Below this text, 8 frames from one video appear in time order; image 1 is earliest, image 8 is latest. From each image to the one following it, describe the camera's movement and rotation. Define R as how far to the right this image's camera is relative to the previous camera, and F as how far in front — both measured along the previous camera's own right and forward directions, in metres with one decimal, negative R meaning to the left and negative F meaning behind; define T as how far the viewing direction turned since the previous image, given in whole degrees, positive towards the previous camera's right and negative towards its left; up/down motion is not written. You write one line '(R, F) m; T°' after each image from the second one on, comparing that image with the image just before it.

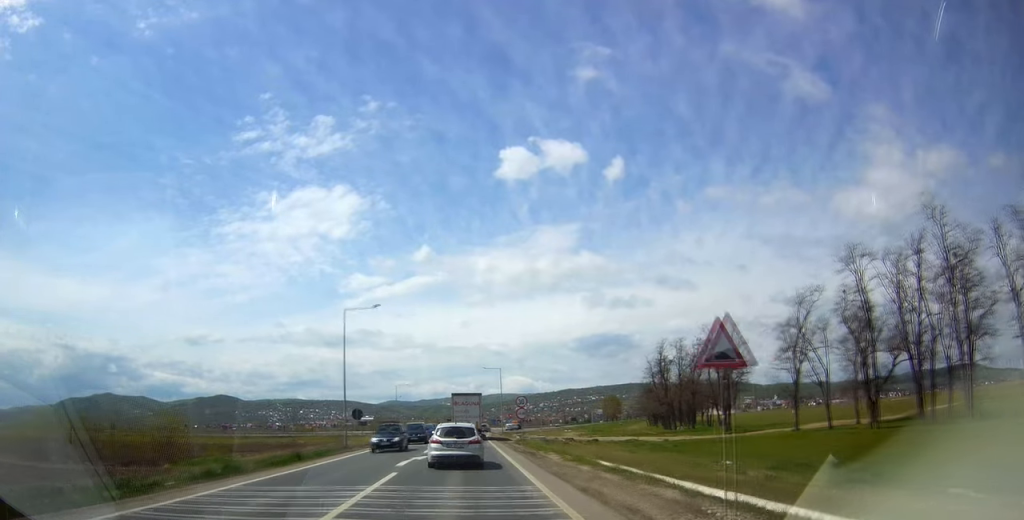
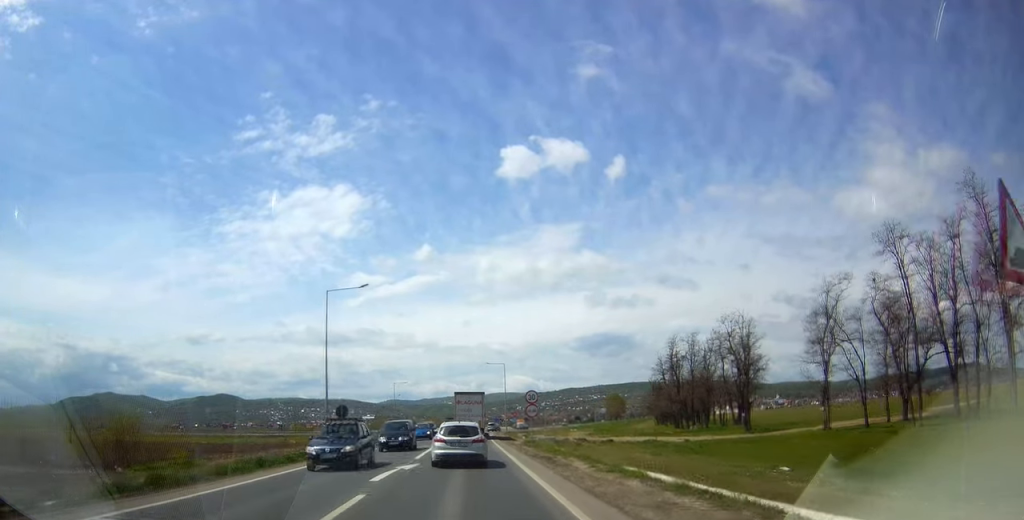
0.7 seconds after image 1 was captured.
(-0.1, +5.9) m; +1°
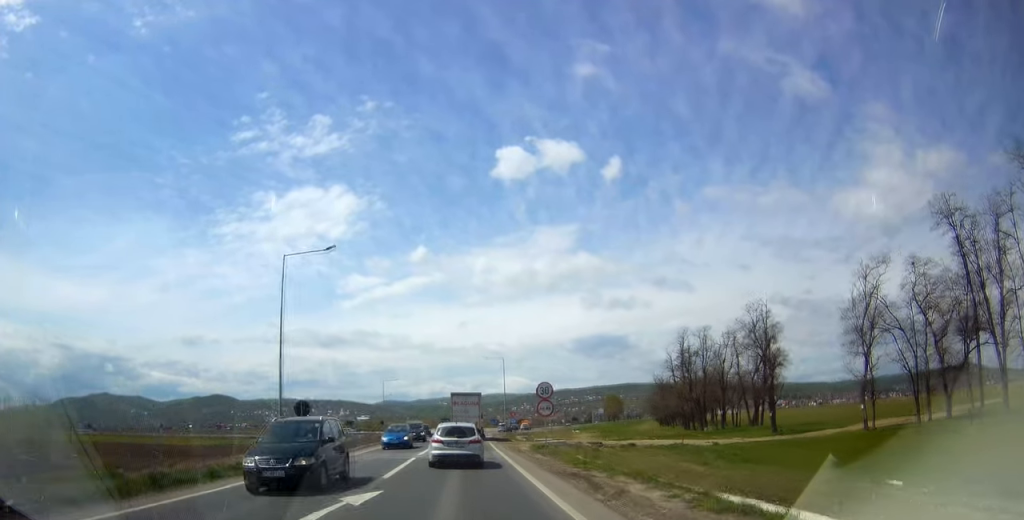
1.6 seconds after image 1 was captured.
(+0.3, +7.9) m; +2°
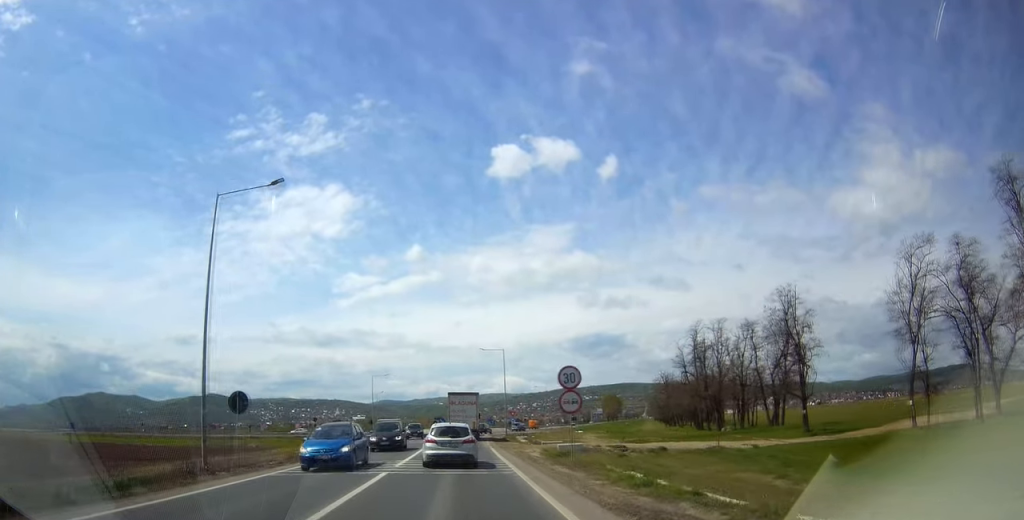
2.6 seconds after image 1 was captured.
(0.0, +7.8) m; -1°
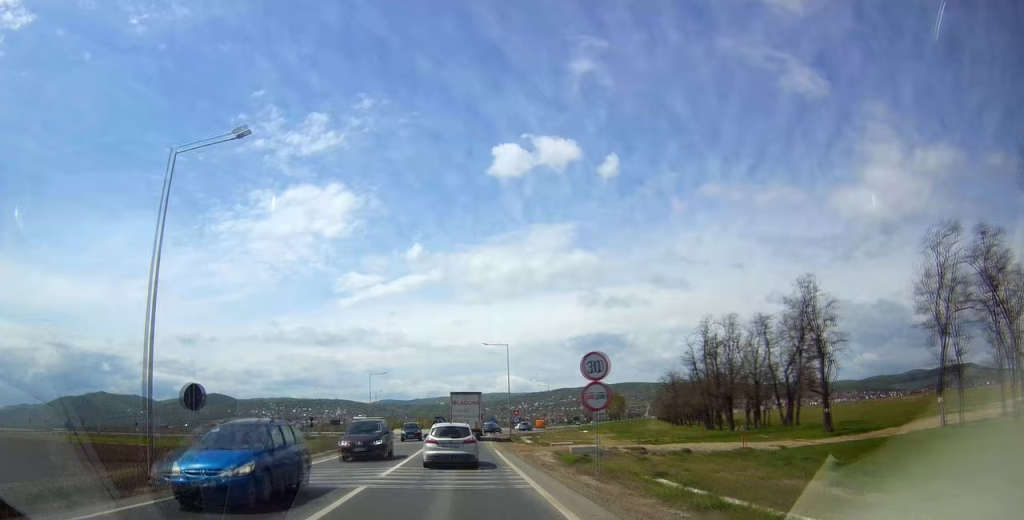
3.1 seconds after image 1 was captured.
(-0.1, +3.8) m; 0°
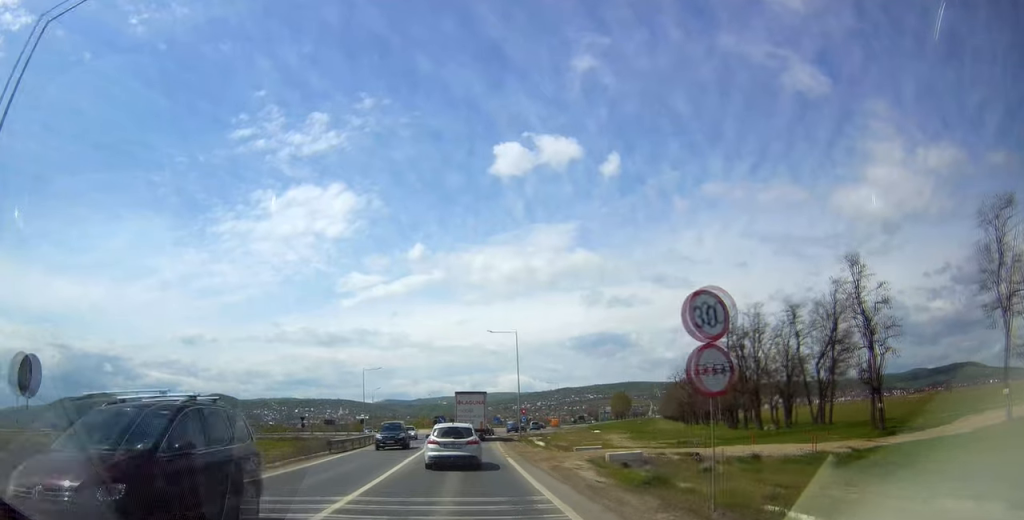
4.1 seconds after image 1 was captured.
(0.0, +7.8) m; 0°
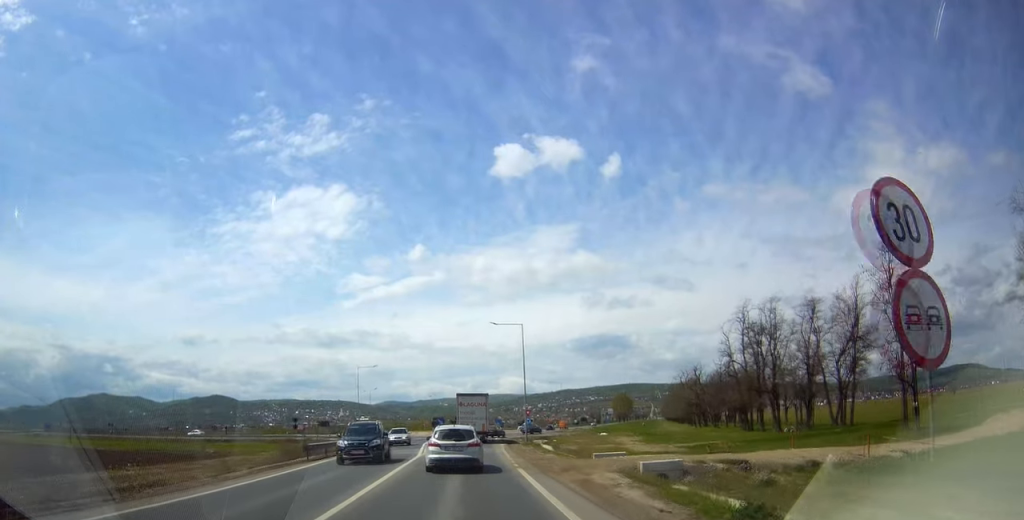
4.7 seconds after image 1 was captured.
(0.0, +4.6) m; 0°
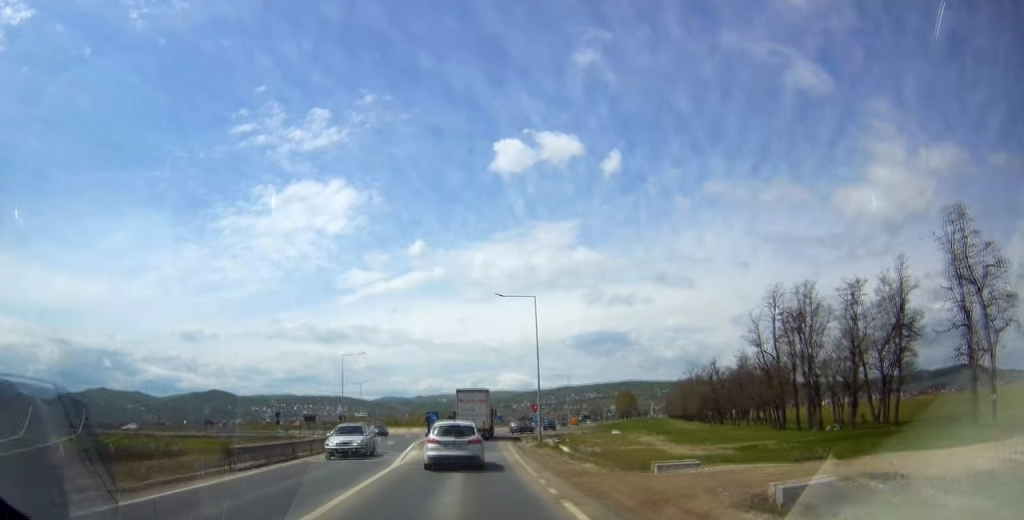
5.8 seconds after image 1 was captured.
(-0.1, +8.9) m; +1°
